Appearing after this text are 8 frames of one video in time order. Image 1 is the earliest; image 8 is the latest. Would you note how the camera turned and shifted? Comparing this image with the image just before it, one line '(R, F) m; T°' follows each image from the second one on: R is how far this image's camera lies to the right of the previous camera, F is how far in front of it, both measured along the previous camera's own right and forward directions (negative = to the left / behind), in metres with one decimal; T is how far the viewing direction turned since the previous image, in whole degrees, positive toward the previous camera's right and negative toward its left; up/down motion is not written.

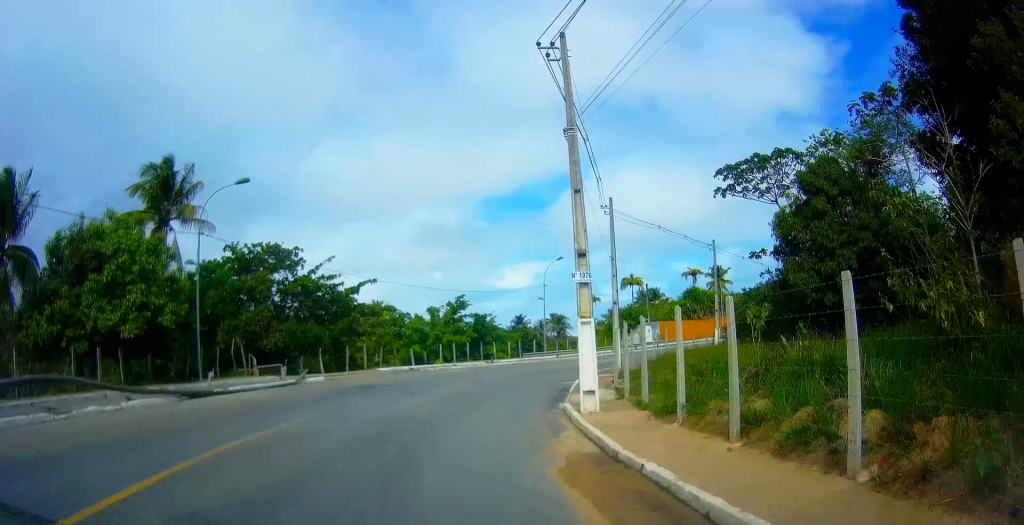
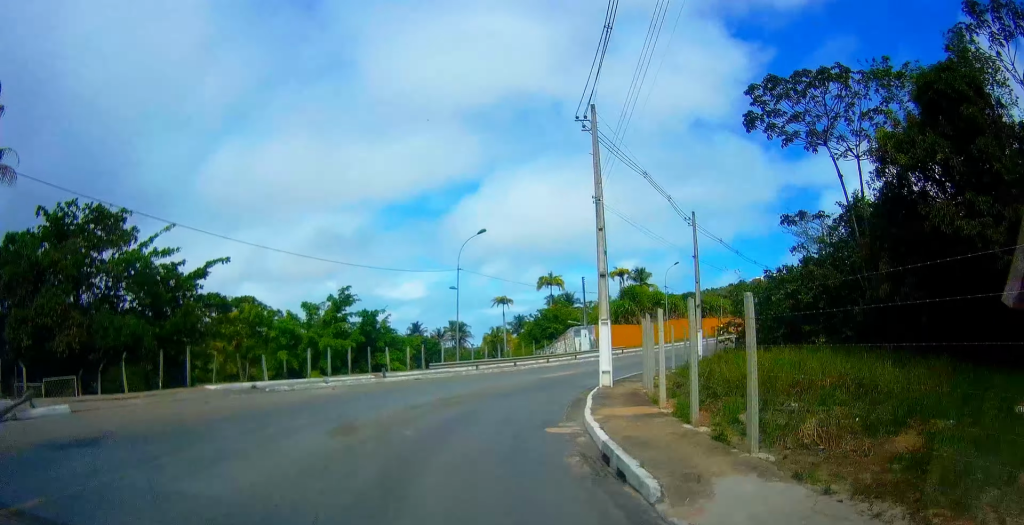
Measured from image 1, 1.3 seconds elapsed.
(+1.0, +12.5) m; +9°
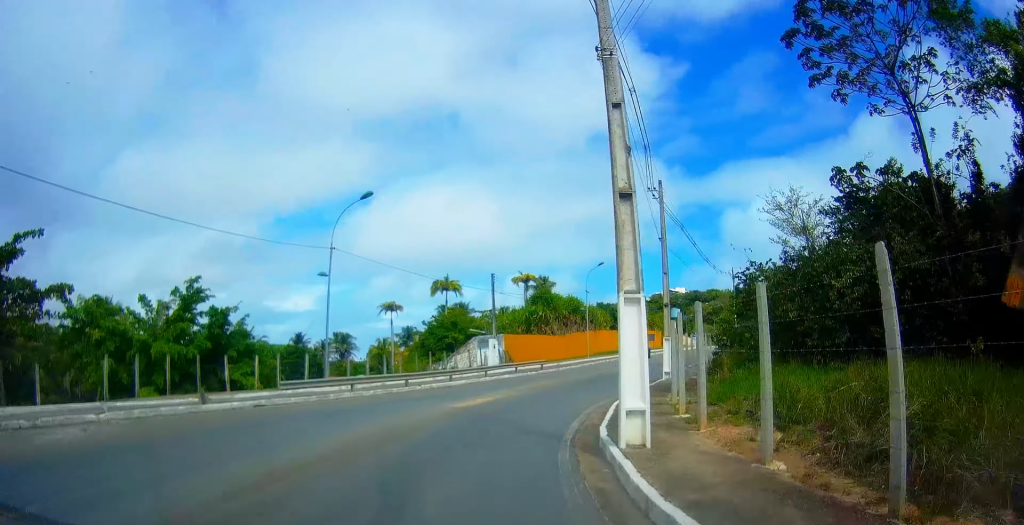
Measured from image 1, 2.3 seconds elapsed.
(+0.5, +10.0) m; +12°
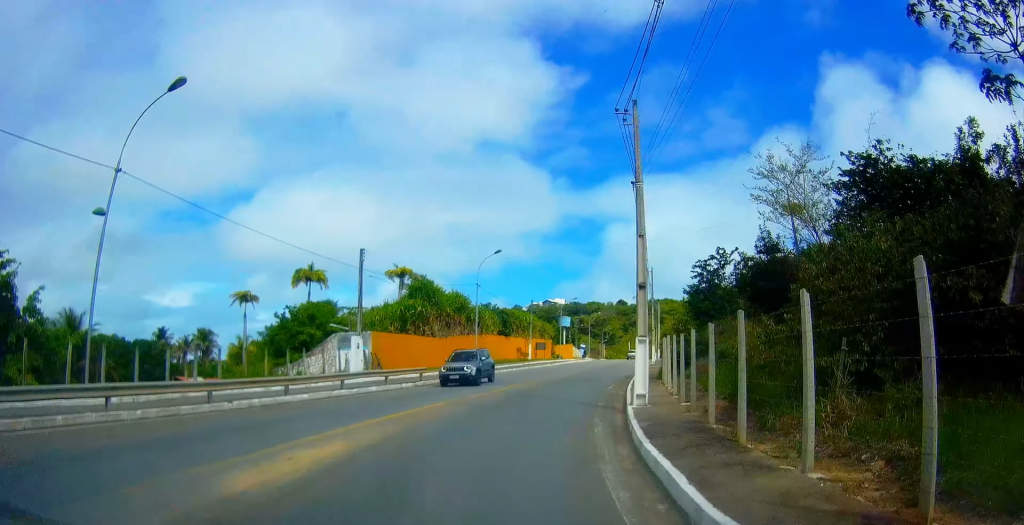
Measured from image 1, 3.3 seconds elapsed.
(+1.6, +10.5) m; +11°
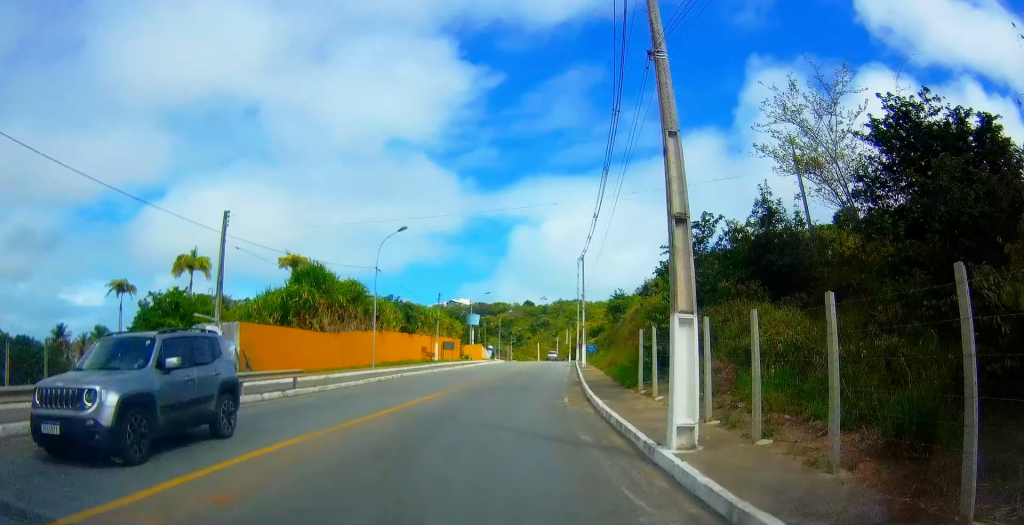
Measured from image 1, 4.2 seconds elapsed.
(+0.2, +8.5) m; +7°
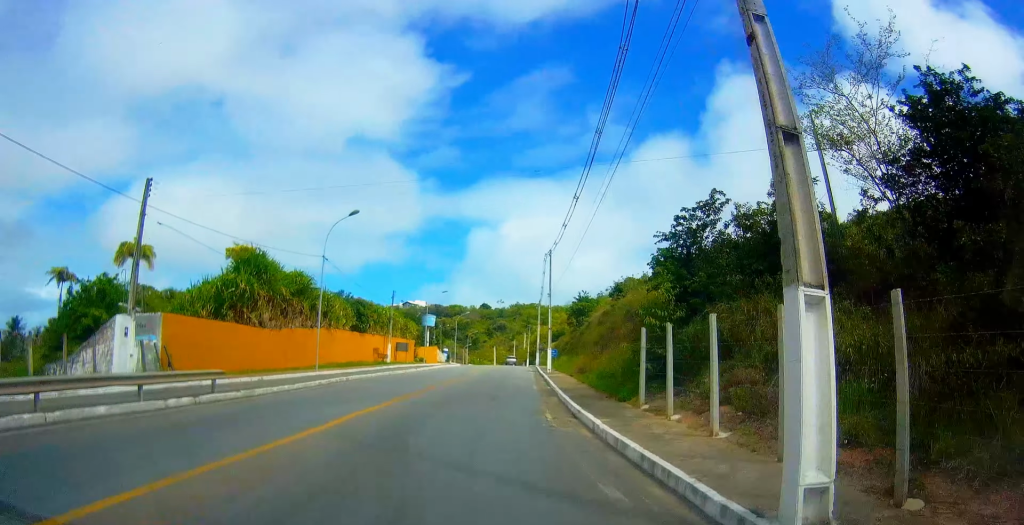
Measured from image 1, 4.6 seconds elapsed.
(+0.2, +4.3) m; +4°
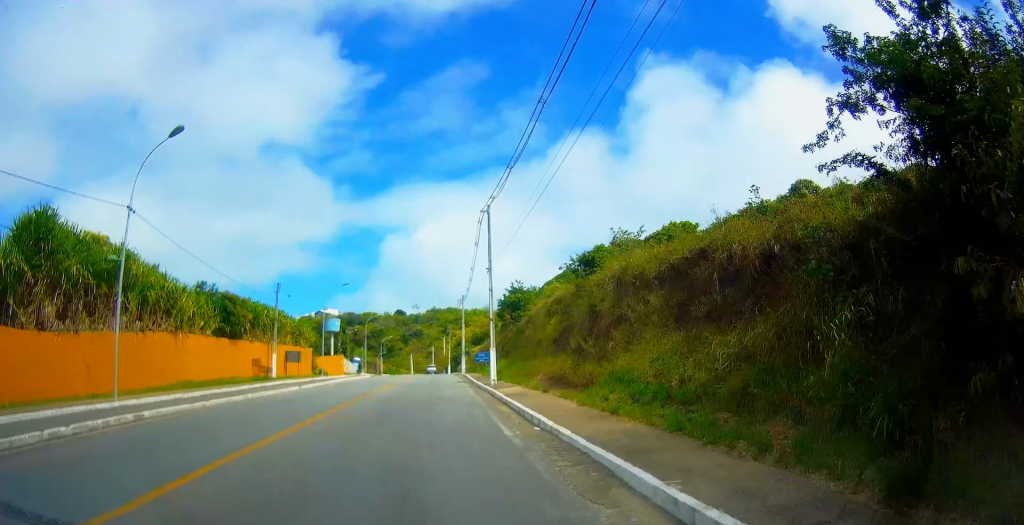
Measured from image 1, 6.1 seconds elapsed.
(+2.8, +16.5) m; +16°
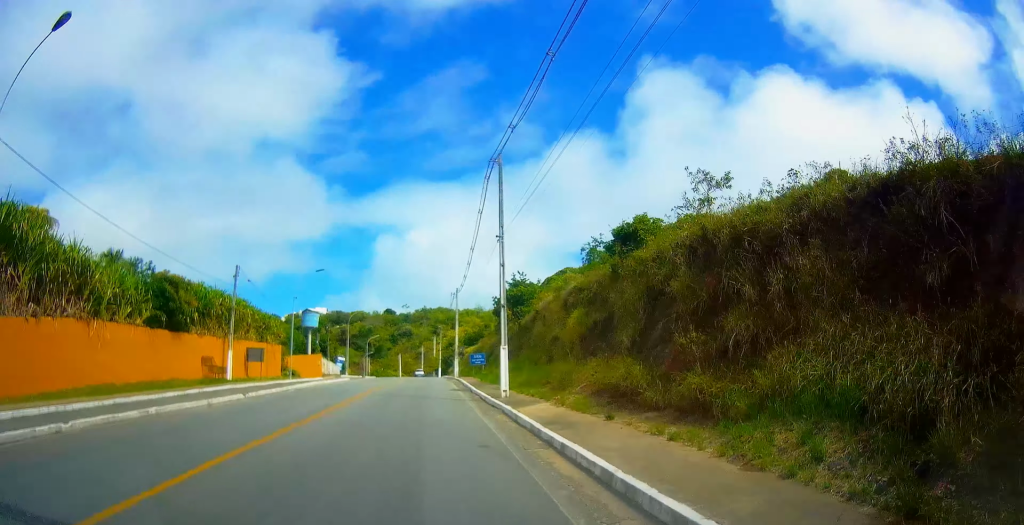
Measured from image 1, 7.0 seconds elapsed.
(+0.5, +10.0) m; +3°
